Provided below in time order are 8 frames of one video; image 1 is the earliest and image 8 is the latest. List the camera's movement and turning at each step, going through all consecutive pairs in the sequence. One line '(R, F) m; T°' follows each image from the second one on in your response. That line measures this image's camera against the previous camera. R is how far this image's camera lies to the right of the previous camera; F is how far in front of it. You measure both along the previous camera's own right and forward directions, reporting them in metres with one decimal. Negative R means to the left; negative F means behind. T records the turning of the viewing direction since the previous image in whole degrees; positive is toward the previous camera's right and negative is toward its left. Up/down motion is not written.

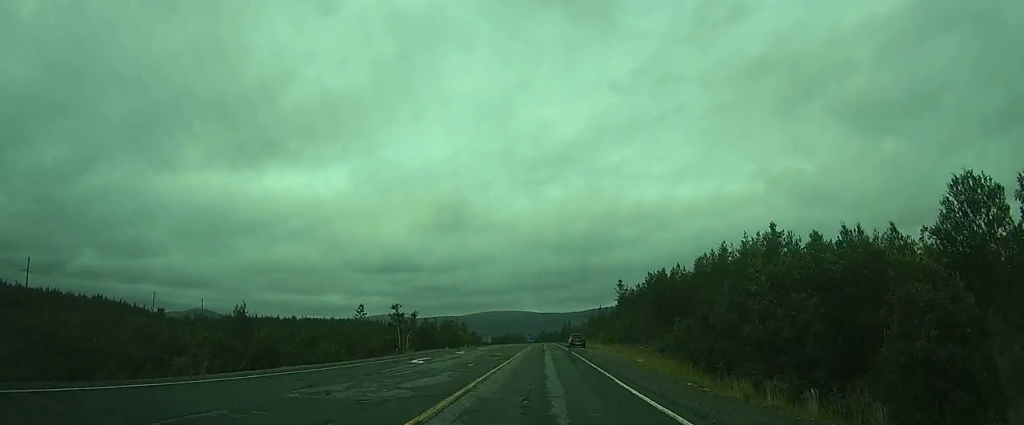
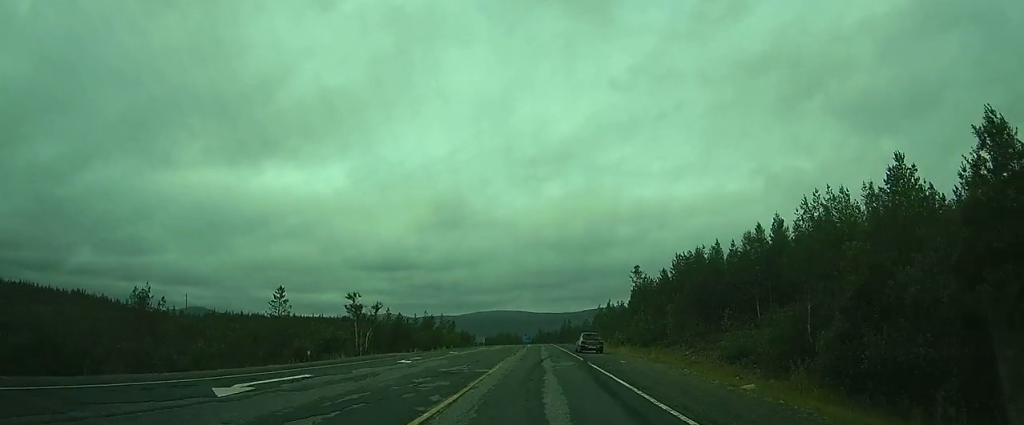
(+0.1, +18.6) m; 0°
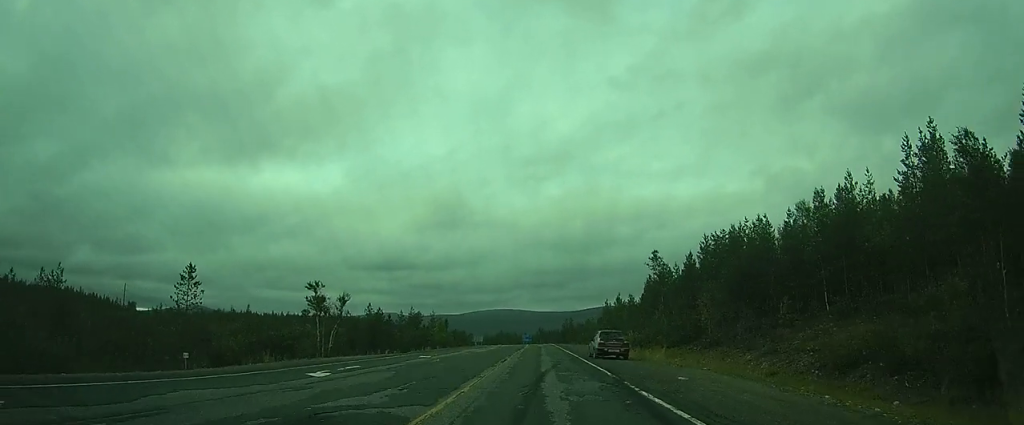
(0.0, +11.6) m; 0°
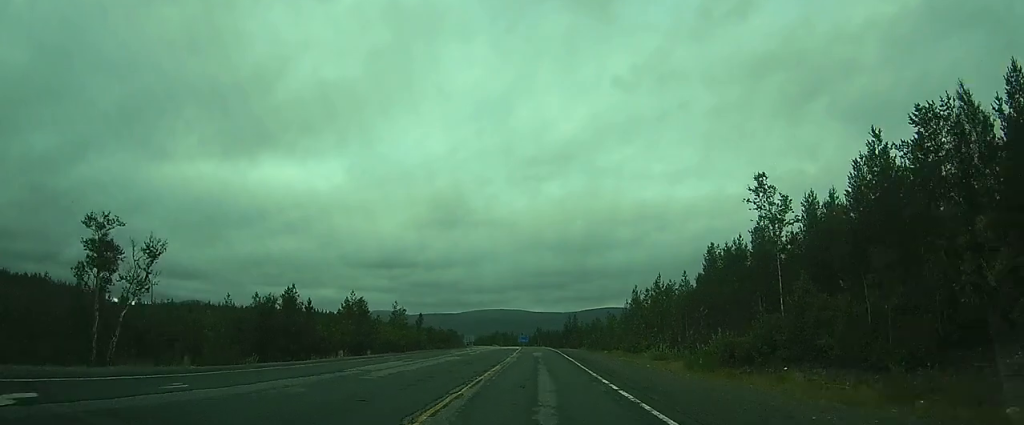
(0.0, +29.5) m; -1°
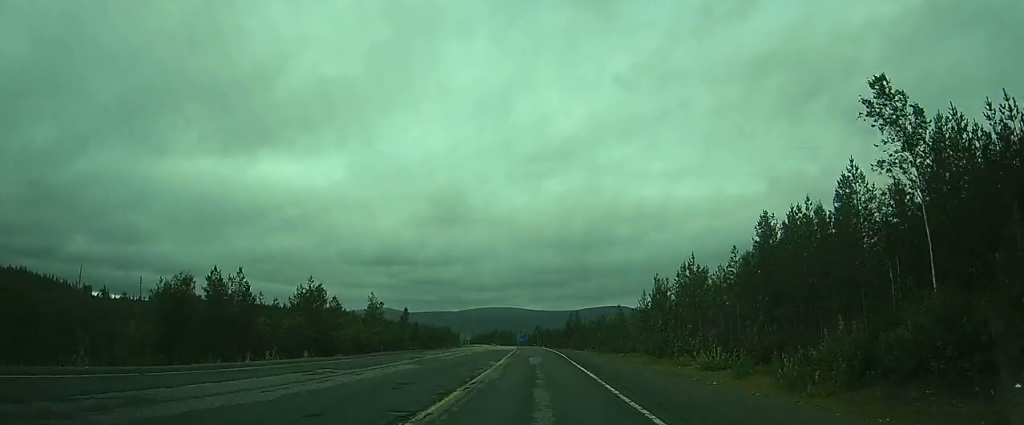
(-0.2, +12.4) m; -1°
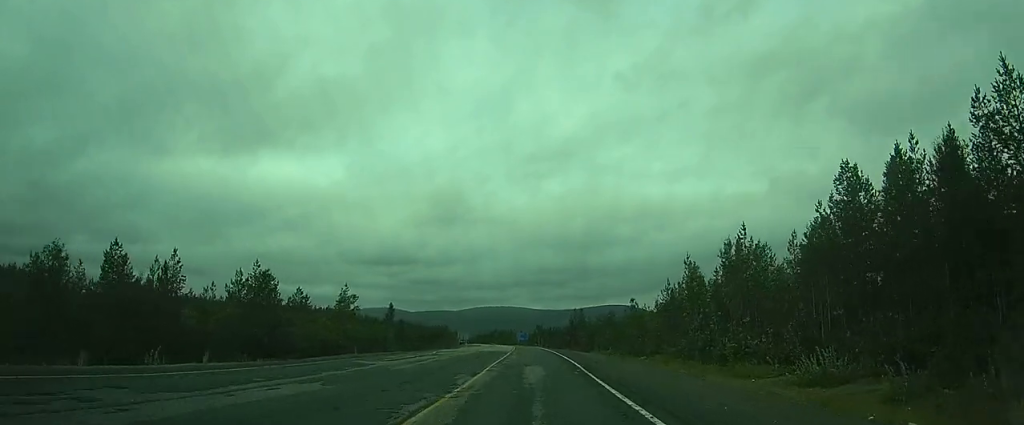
(0.0, +10.9) m; -1°
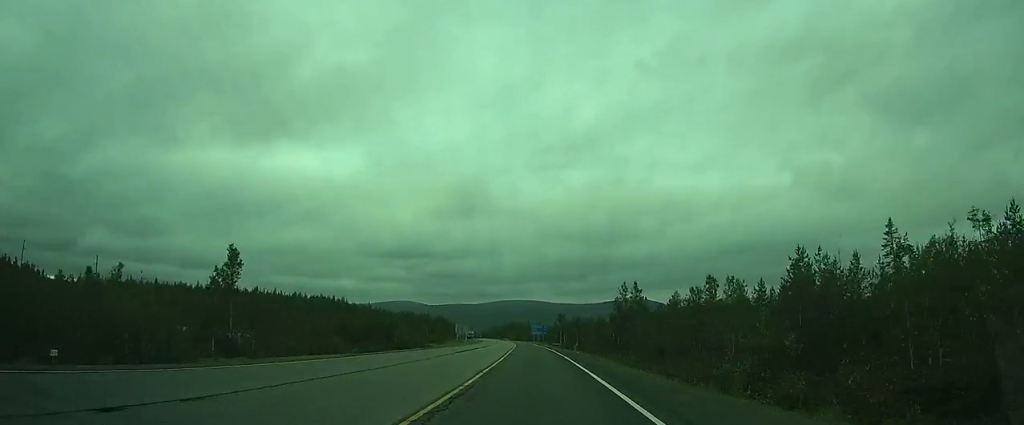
(-0.8, +52.8) m; +1°
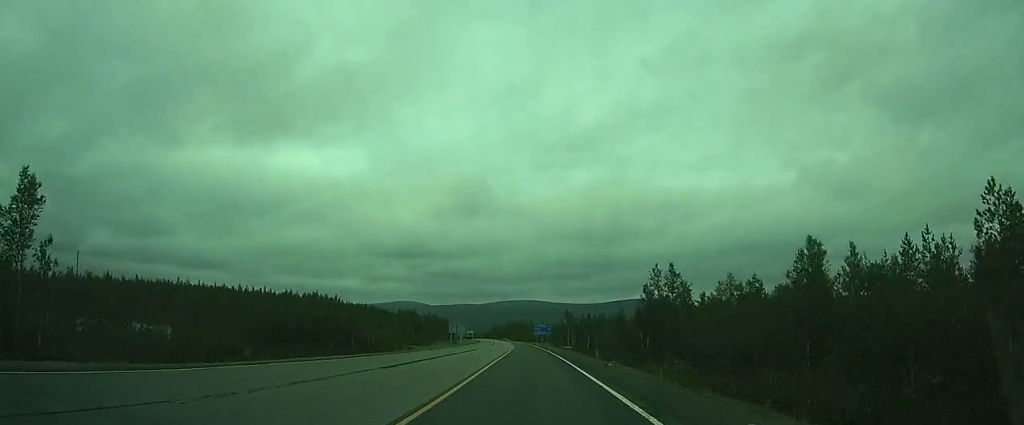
(+0.4, +19.3) m; +1°
